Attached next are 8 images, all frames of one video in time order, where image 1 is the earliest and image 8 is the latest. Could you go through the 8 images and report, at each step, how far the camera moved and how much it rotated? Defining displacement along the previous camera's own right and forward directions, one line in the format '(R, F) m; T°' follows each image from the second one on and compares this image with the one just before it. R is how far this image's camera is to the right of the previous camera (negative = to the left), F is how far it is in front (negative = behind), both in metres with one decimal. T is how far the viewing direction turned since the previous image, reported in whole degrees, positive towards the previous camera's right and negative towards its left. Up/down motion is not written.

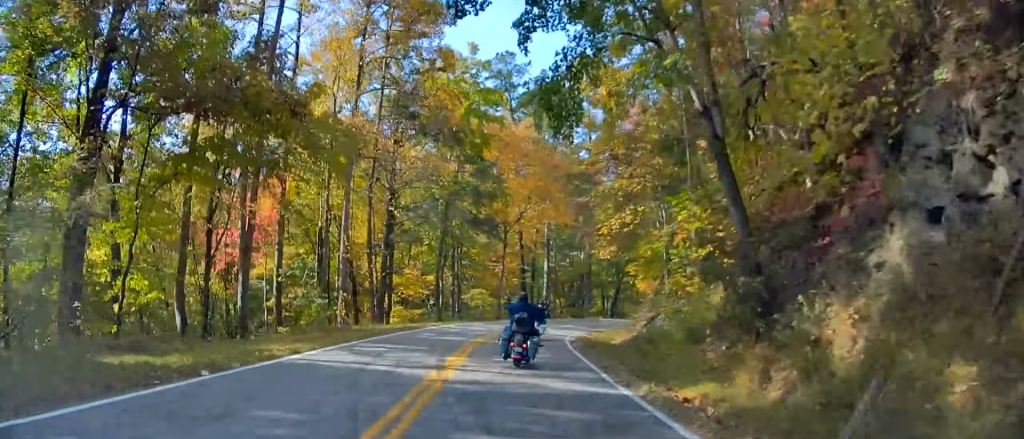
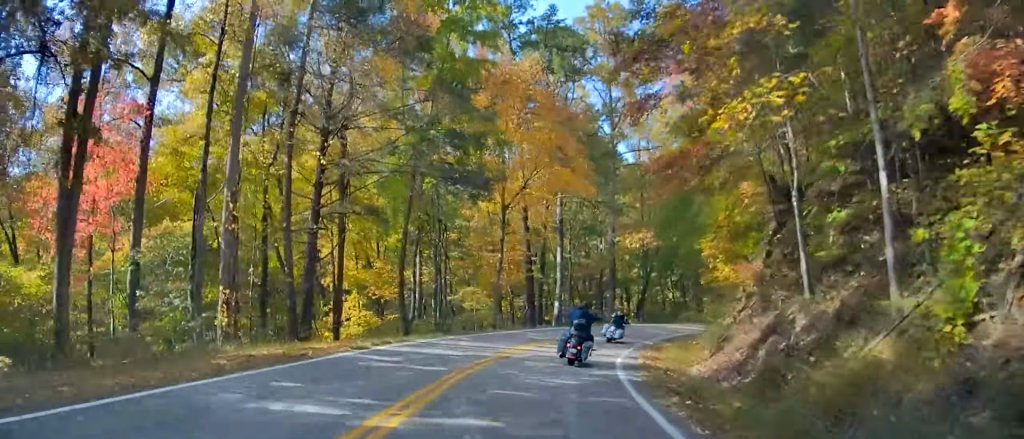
(-1.5, +12.9) m; -6°
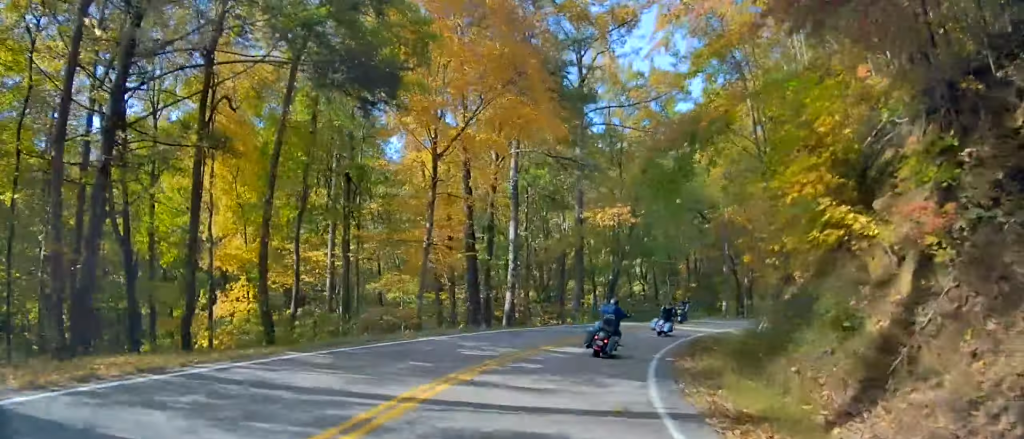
(+0.2, +10.9) m; +4°
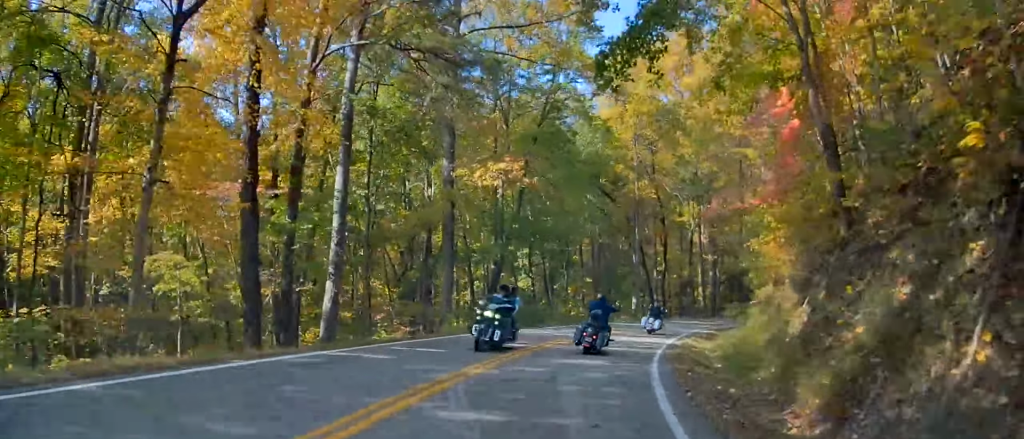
(+0.9, +13.4) m; +6°
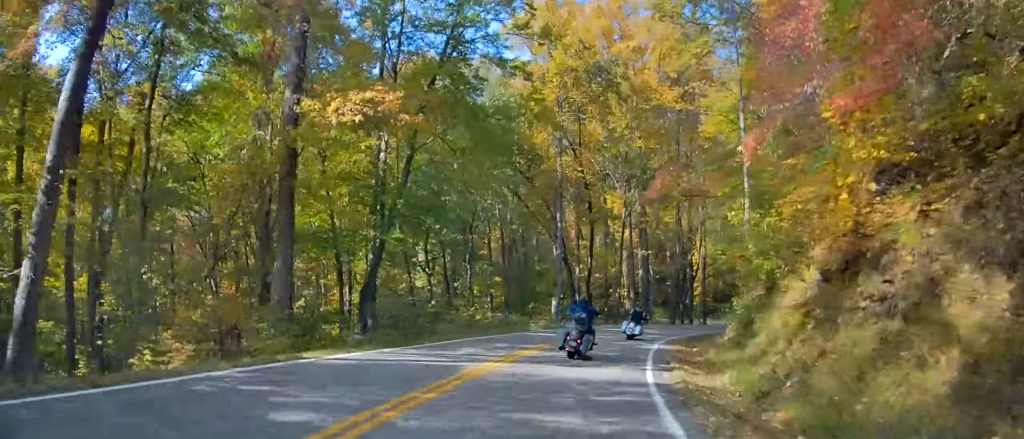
(+0.3, +10.9) m; +4°
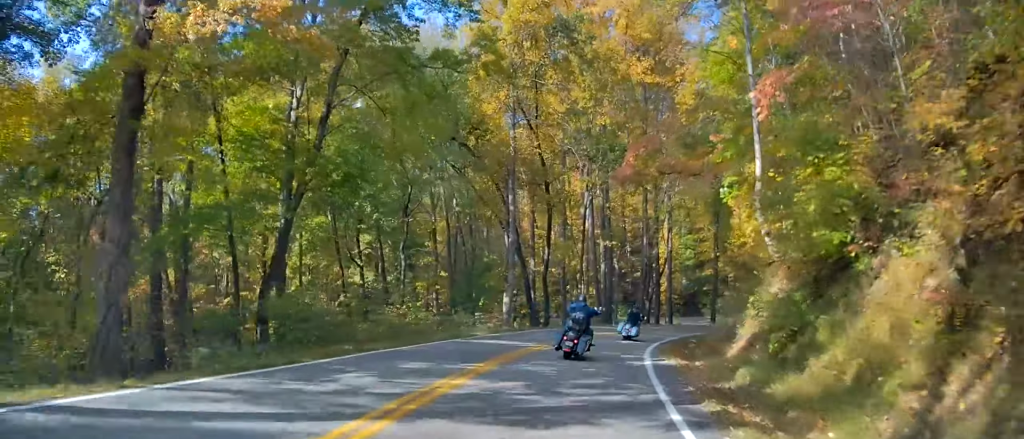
(-0.1, +6.9) m; +3°
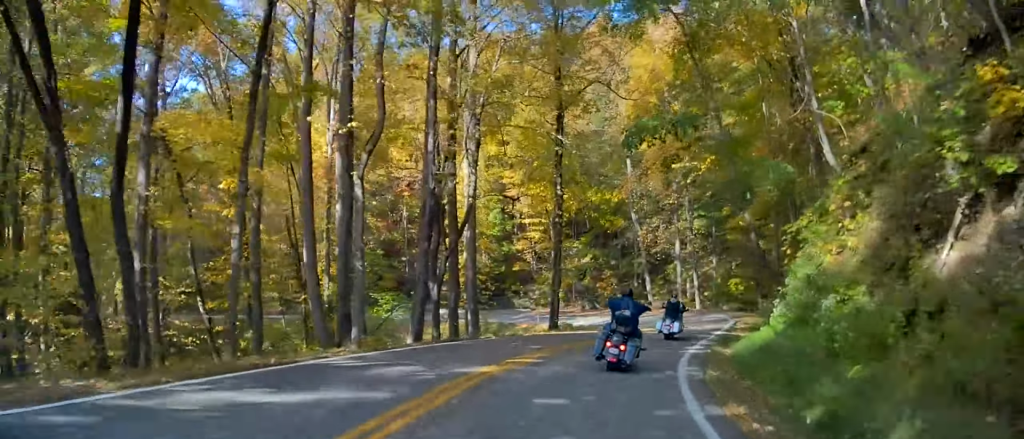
(+5.0, +32.5) m; +16°
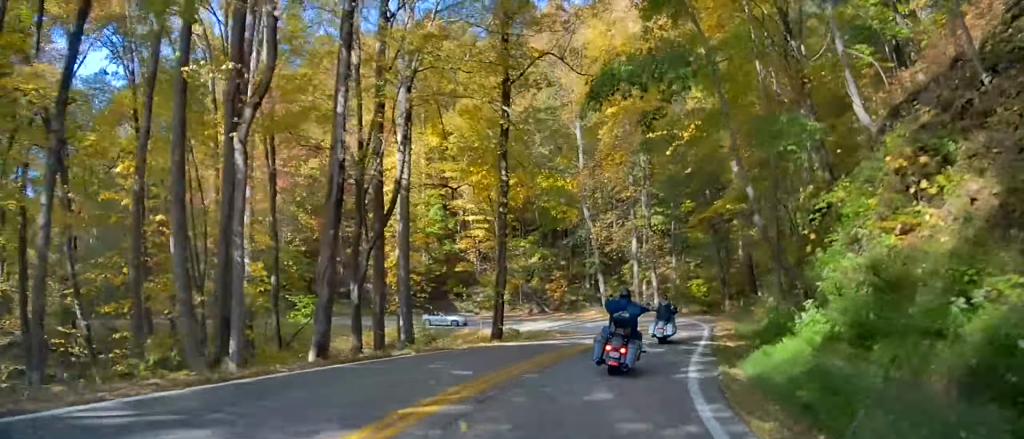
(+0.3, +5.8) m; +3°
